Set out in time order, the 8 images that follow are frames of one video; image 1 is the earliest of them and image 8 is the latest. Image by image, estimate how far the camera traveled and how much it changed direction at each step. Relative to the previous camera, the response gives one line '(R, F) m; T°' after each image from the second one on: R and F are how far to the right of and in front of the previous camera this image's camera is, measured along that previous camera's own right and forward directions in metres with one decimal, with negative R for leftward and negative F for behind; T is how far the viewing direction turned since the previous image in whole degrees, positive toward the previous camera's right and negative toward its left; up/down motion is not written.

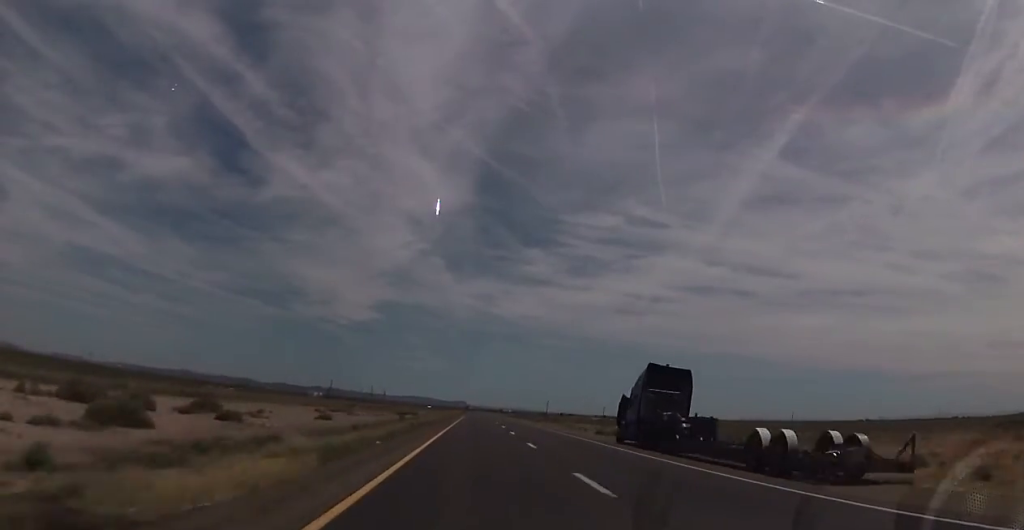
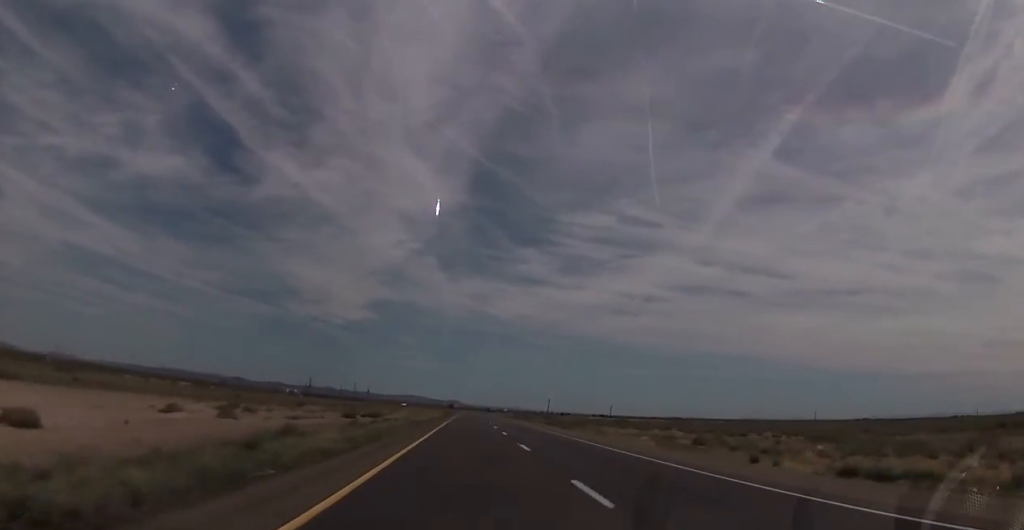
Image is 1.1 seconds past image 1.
(-0.5, +38.4) m; -1°
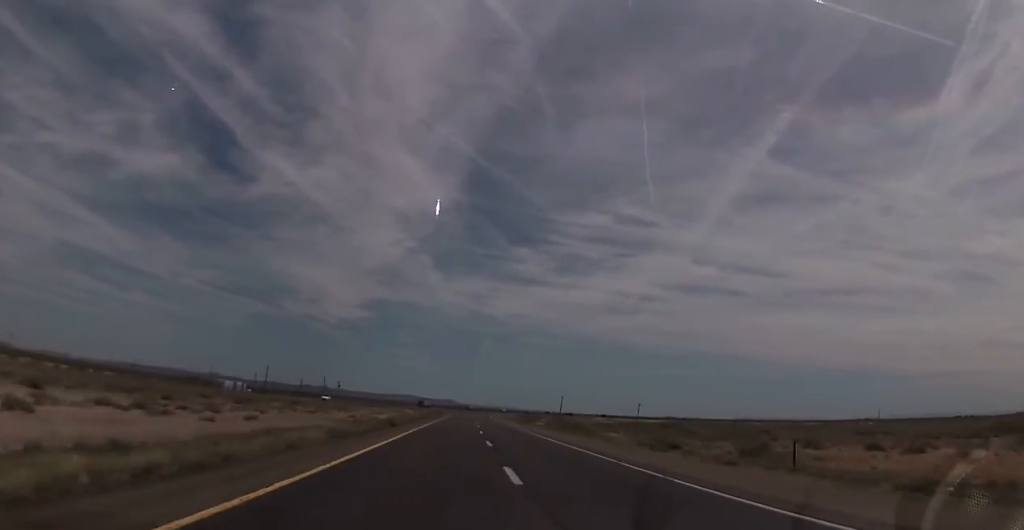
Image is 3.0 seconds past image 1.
(+1.2, +70.9) m; +2°
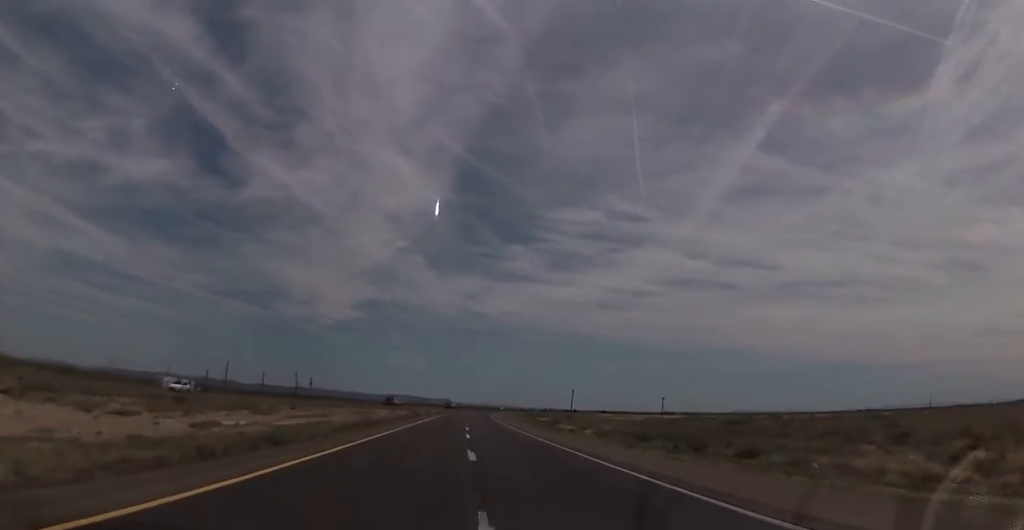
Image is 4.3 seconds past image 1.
(0.0, +44.6) m; 0°
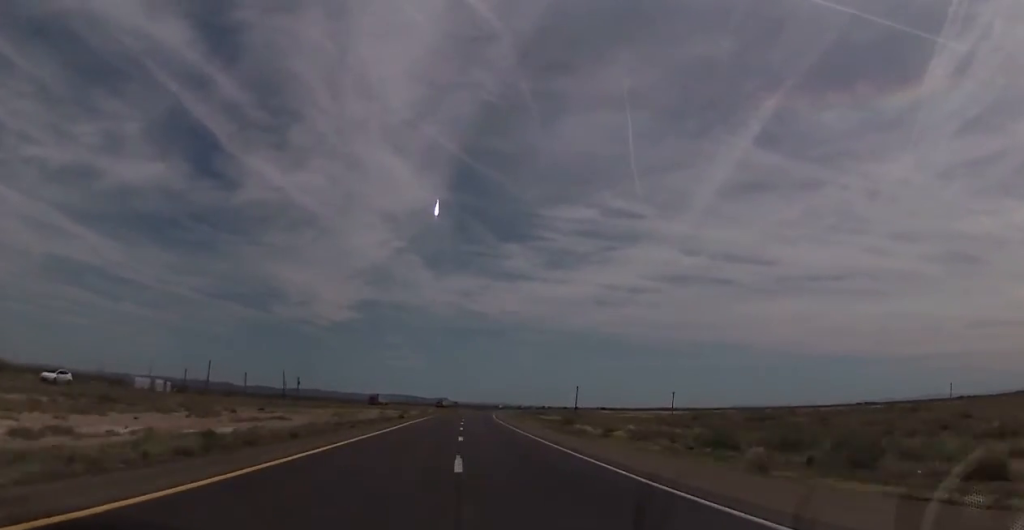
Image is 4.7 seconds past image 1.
(-0.1, +15.7) m; 0°
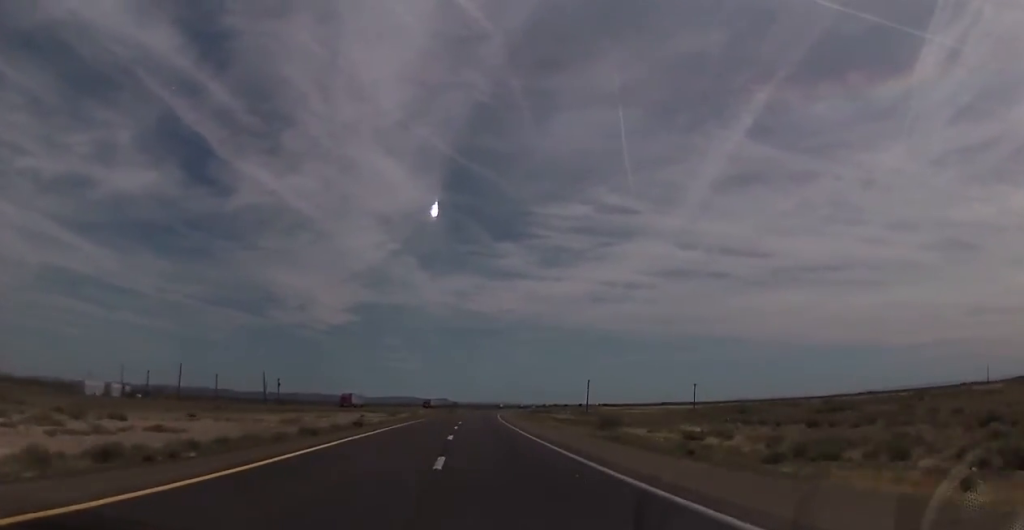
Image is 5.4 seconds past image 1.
(+0.2, +24.1) m; 0°
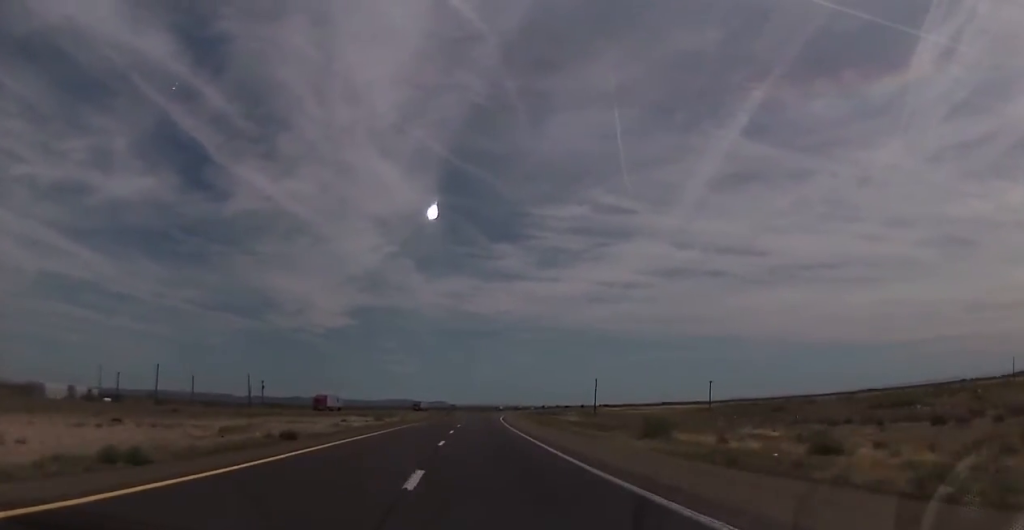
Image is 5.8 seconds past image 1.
(+0.2, +15.6) m; 0°
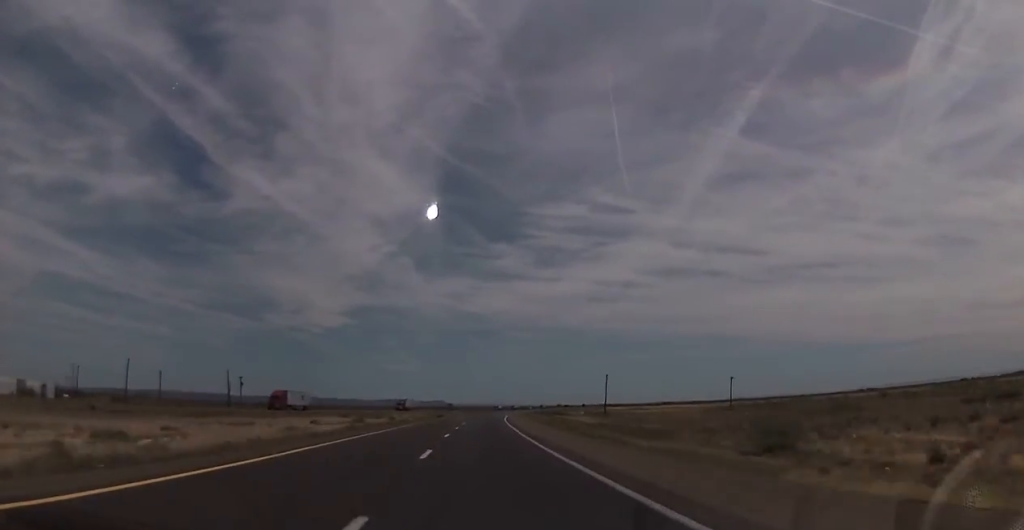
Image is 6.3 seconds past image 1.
(-0.2, +18.1) m; 0°
